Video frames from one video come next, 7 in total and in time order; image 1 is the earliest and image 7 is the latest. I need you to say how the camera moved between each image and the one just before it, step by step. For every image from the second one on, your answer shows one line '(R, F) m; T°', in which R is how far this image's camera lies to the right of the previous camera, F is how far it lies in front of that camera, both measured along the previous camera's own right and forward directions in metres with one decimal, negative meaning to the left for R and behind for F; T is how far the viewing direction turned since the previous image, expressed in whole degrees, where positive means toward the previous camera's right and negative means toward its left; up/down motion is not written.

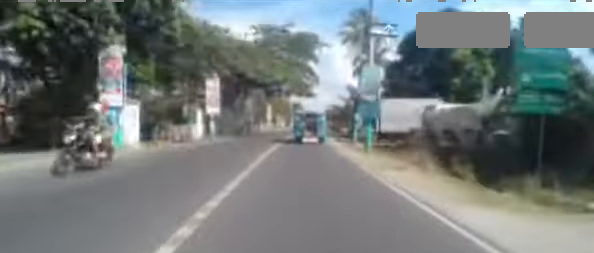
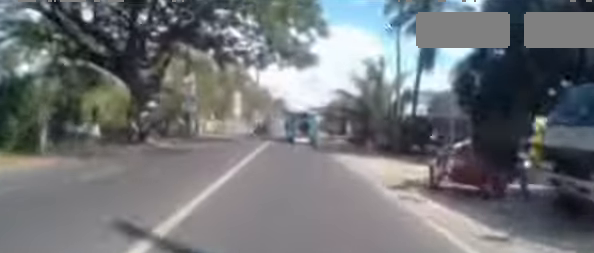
(+0.3, +18.1) m; +7°
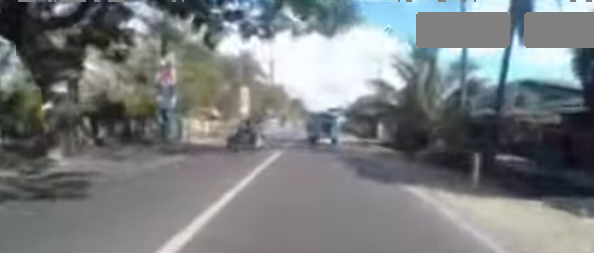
(+0.3, +6.7) m; 0°
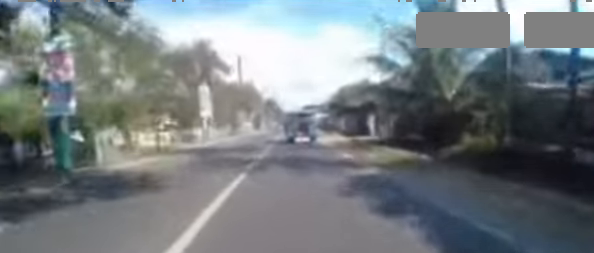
(-0.3, +5.6) m; -2°
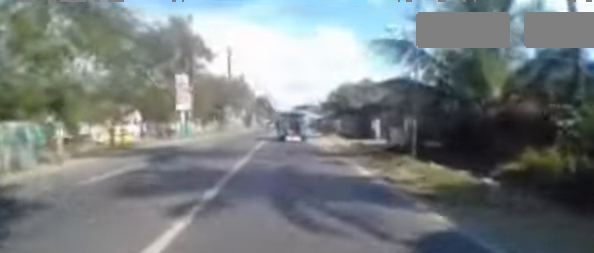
(0.0, +3.9) m; 0°
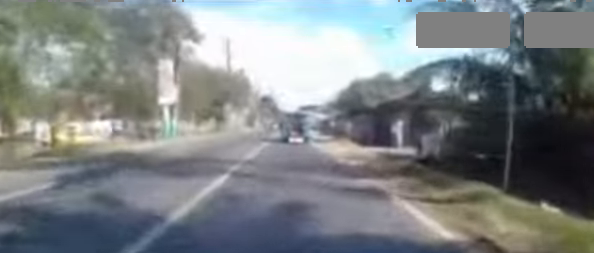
(0.0, +3.7) m; 0°
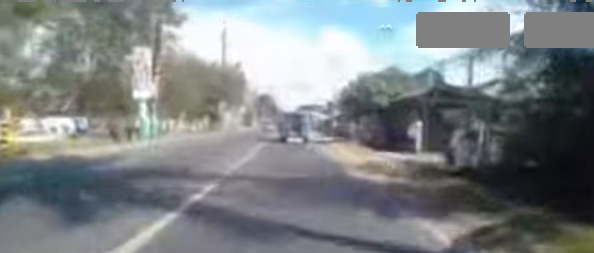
(0.0, +2.9) m; 0°
